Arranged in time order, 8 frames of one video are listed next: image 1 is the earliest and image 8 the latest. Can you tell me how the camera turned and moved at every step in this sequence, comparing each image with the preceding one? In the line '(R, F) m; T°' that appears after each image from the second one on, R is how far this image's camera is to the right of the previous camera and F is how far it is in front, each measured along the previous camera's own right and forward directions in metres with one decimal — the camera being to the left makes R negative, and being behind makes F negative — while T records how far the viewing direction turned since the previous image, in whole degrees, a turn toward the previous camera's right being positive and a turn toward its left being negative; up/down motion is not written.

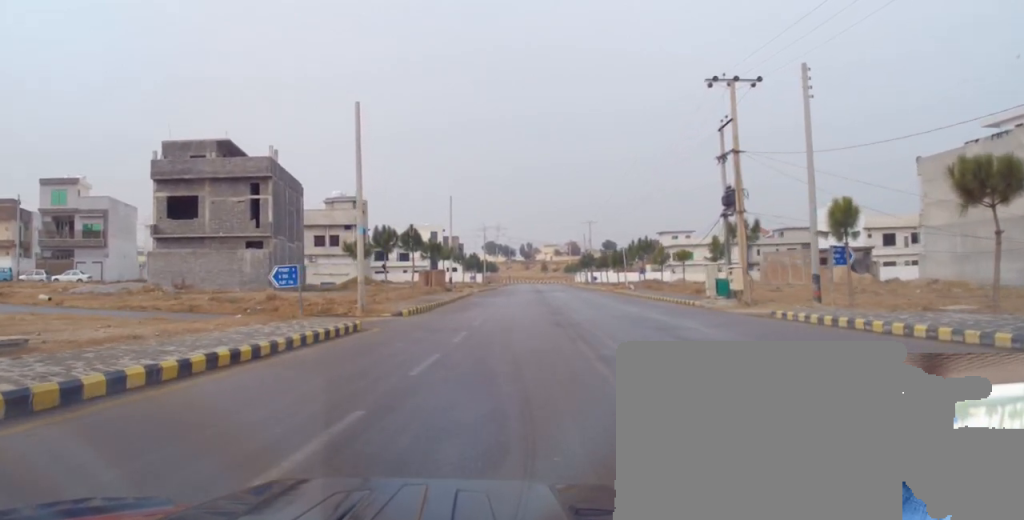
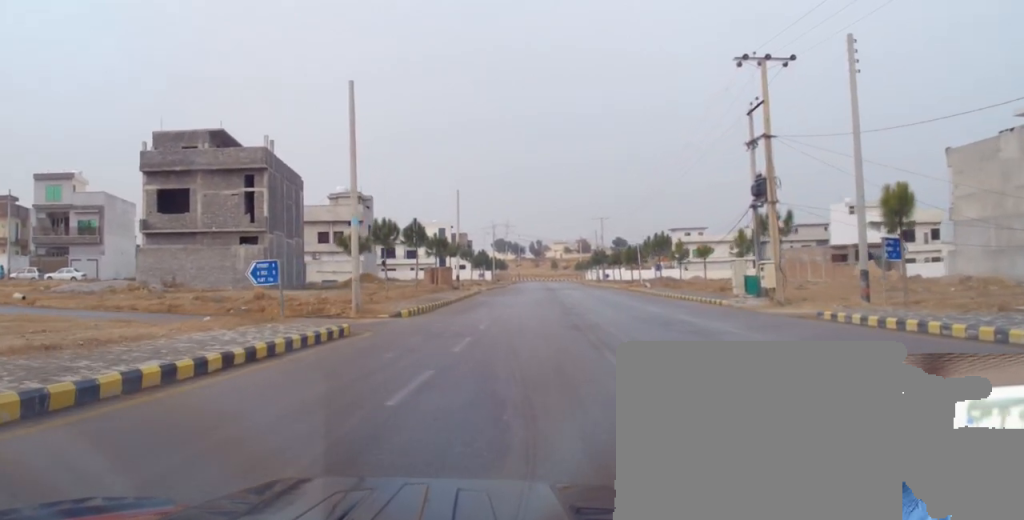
(0.0, +2.8) m; +1°
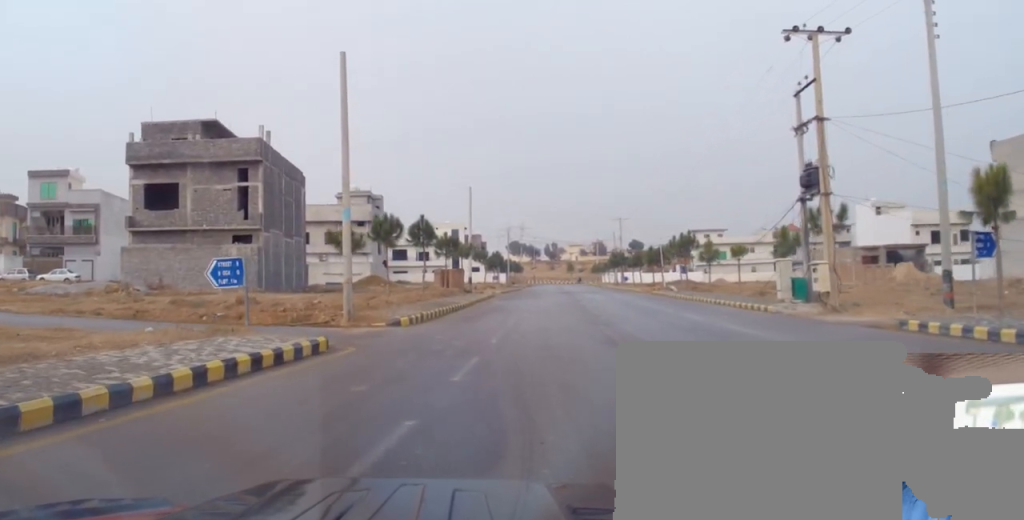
(+0.1, +3.8) m; +1°
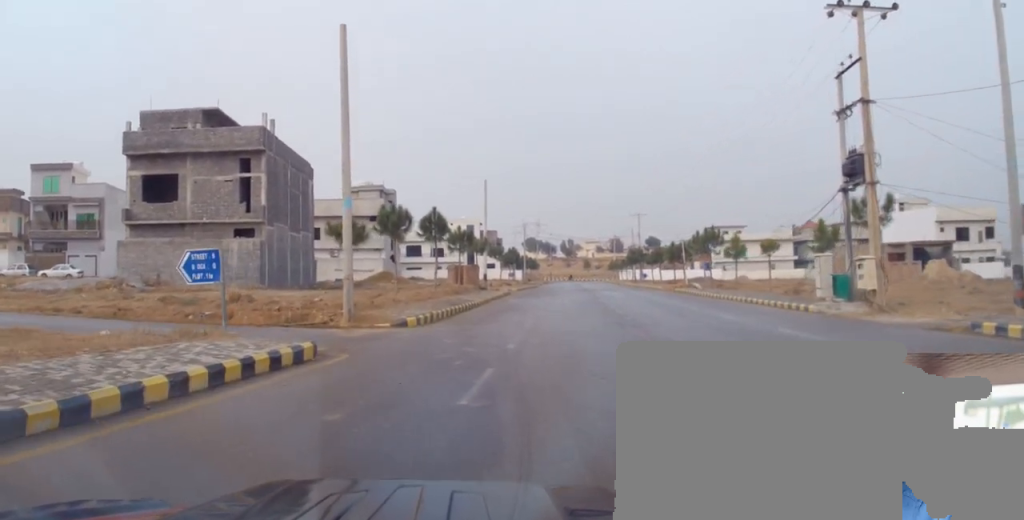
(0.0, +2.2) m; 0°
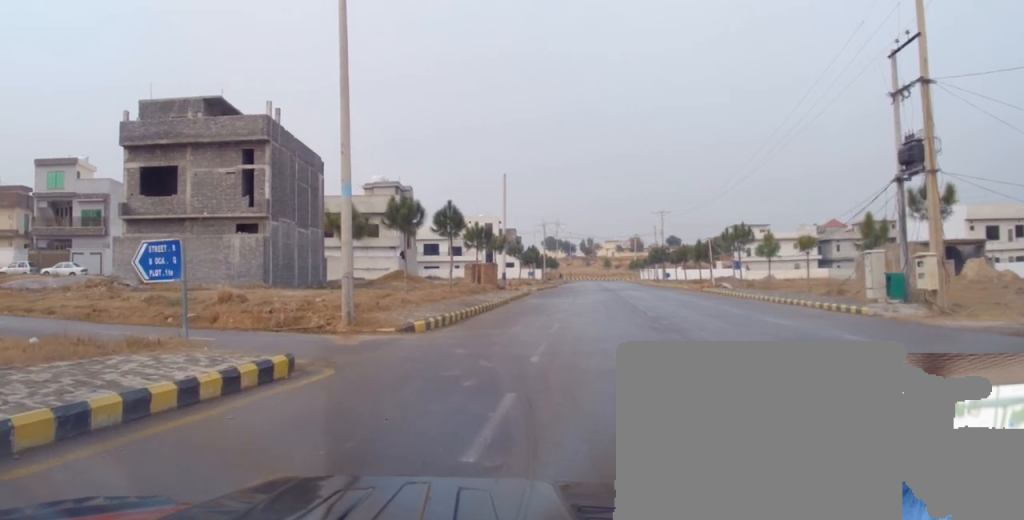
(0.0, +2.5) m; -1°
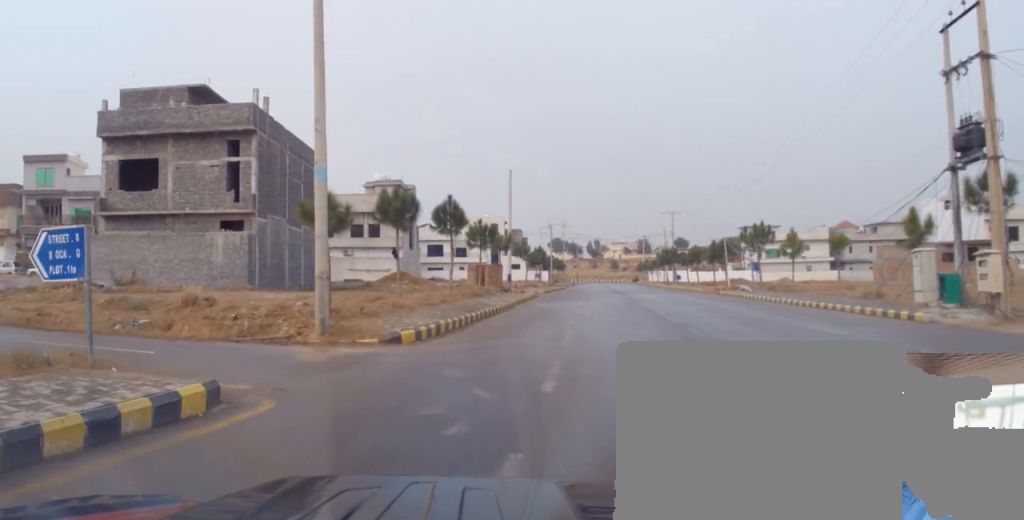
(+0.1, +2.9) m; -3°
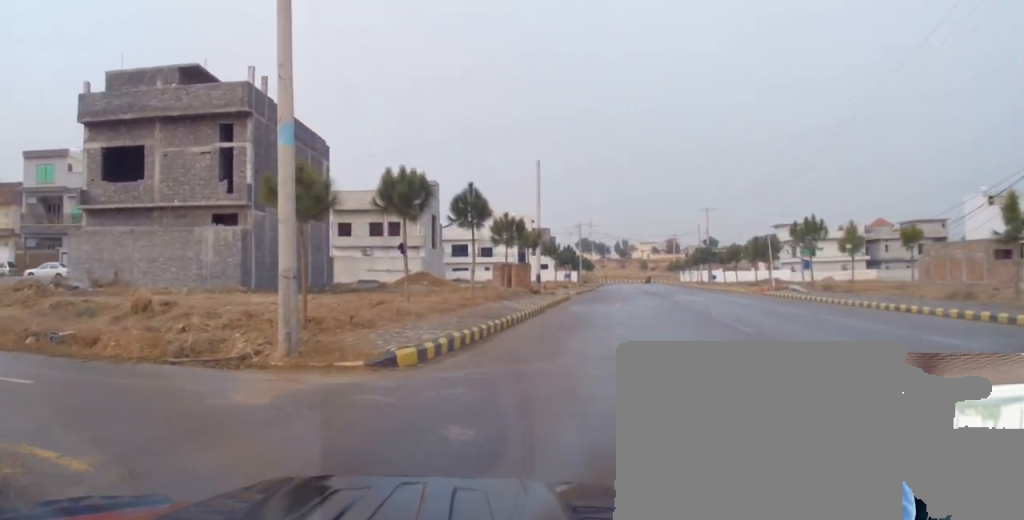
(-0.3, +4.1) m; -1°
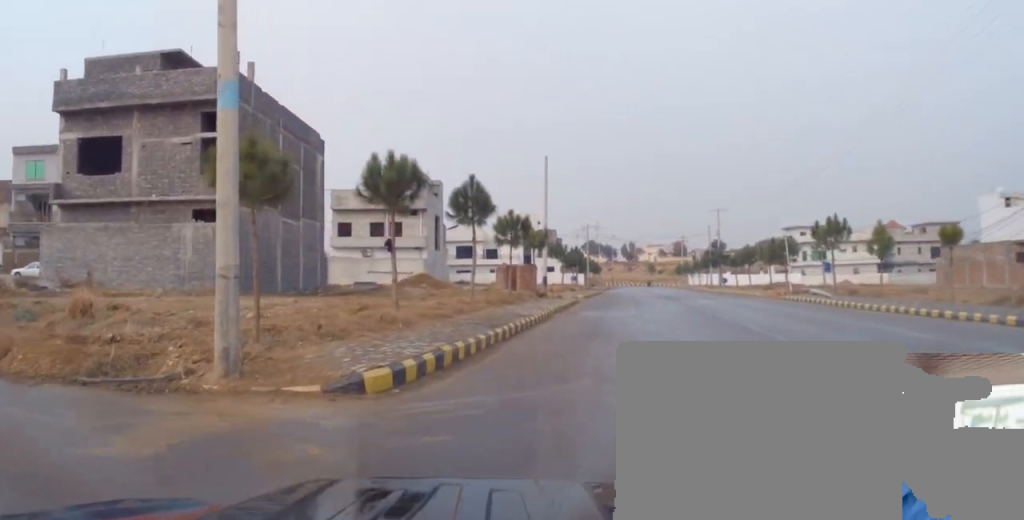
(+0.3, +2.4) m; -1°
